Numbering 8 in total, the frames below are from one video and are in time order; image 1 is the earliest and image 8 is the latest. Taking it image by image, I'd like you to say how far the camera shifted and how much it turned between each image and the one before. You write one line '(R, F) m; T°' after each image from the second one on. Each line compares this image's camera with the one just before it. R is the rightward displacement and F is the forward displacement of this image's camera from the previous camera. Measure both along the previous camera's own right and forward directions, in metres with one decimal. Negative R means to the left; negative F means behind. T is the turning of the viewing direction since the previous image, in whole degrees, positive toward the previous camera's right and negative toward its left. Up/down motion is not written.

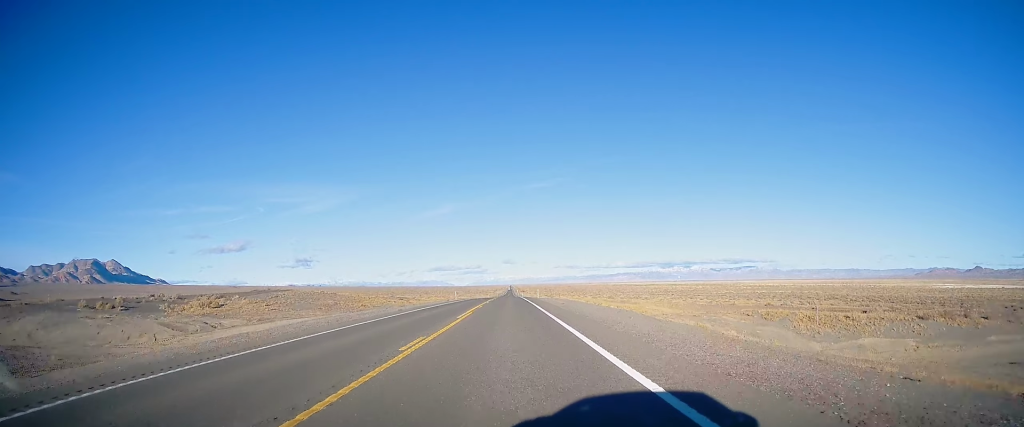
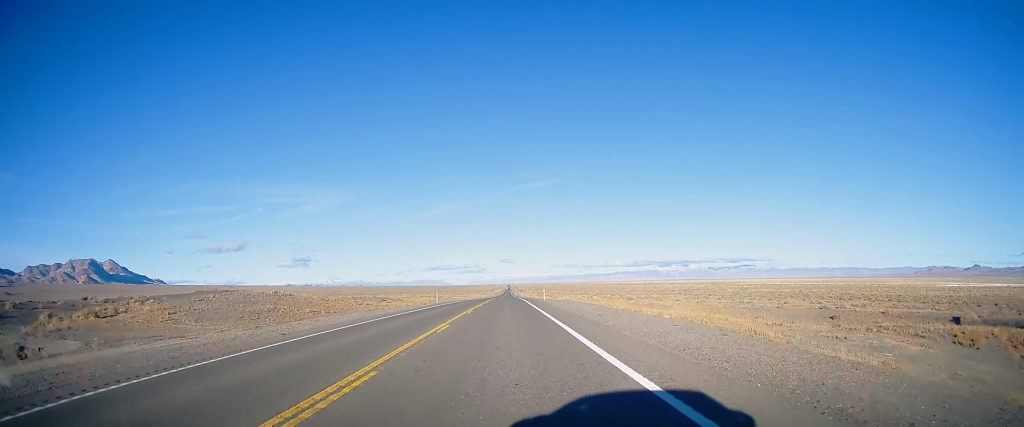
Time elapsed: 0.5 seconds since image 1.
(0.0, +19.9) m; 0°
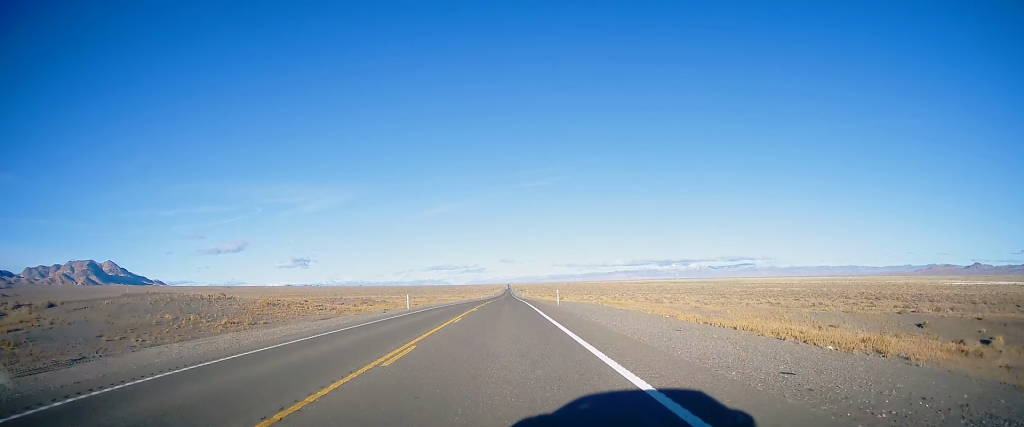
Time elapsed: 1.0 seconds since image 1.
(0.0, +18.7) m; 0°
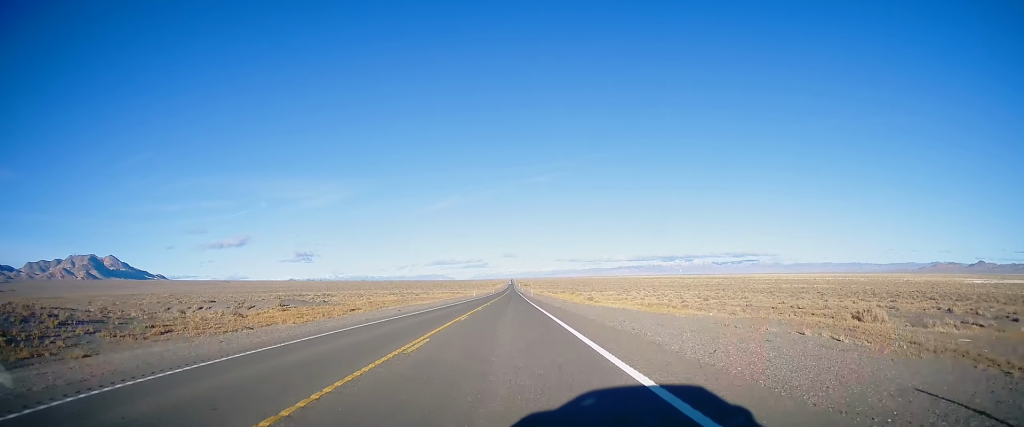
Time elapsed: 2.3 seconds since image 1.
(+0.2, +47.3) m; 0°
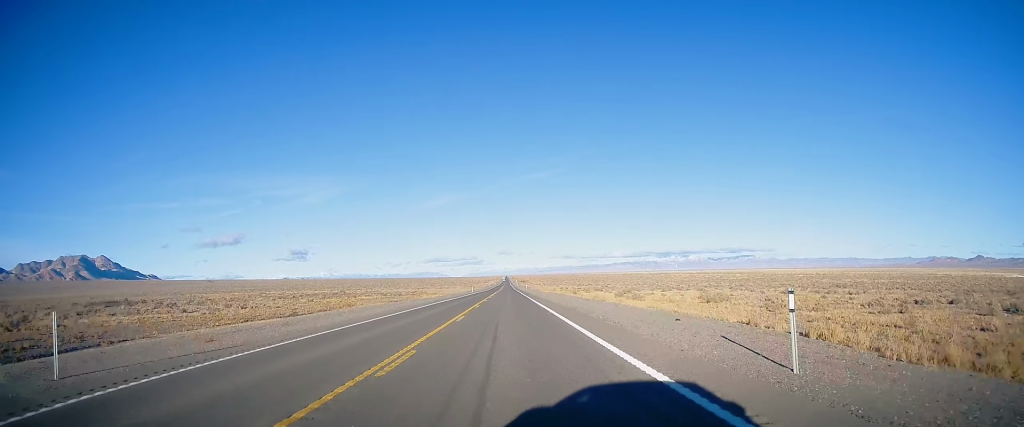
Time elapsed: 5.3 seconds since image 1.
(-0.6, +113.7) m; 0°
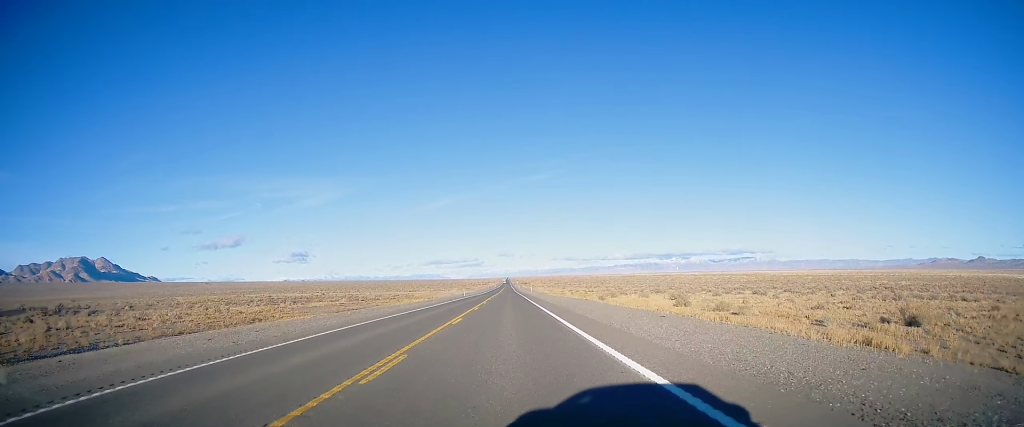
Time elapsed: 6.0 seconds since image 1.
(+0.2, +25.0) m; 0°
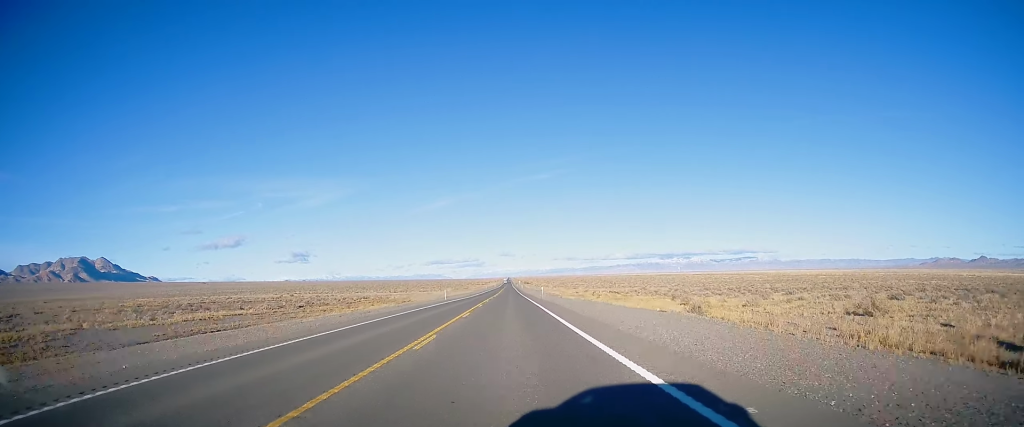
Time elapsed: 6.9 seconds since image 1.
(-0.3, +32.0) m; 0°
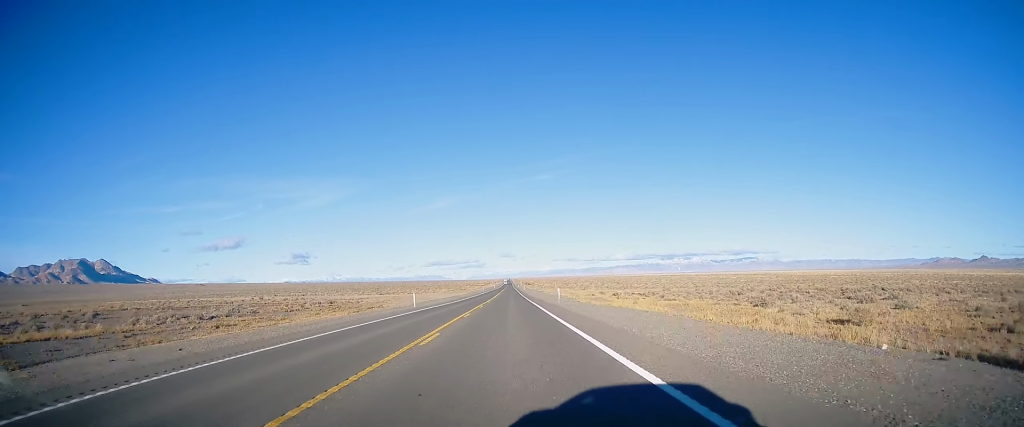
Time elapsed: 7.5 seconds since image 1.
(0.0, +23.6) m; 0°
